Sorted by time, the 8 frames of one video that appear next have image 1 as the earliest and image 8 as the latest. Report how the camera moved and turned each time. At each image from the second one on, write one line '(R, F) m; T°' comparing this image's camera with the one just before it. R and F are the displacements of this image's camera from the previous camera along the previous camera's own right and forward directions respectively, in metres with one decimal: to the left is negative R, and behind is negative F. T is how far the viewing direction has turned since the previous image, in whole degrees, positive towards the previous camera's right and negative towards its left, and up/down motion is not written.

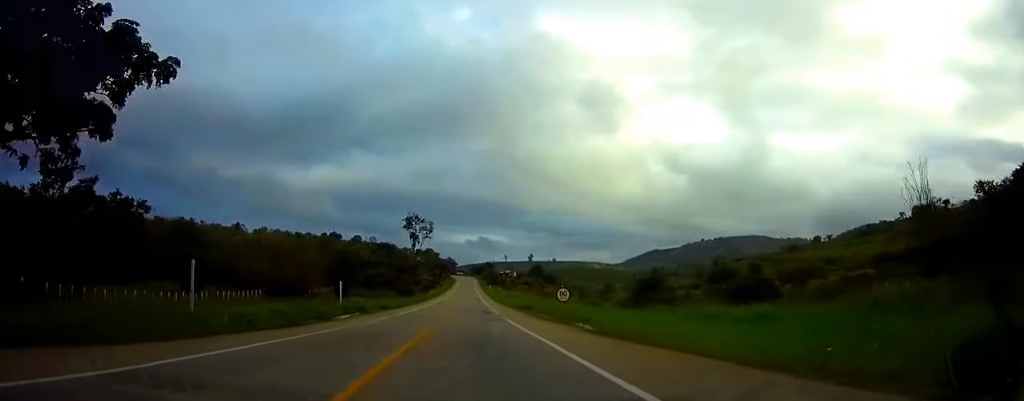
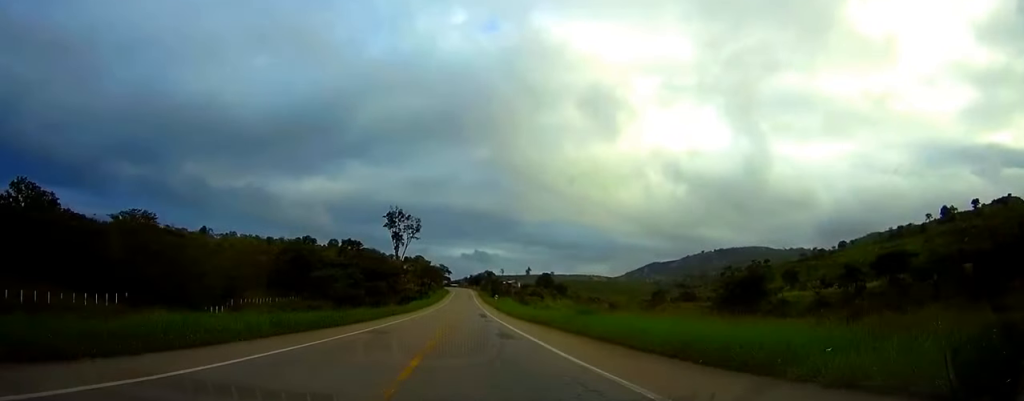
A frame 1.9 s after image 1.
(-0.3, +58.5) m; 0°
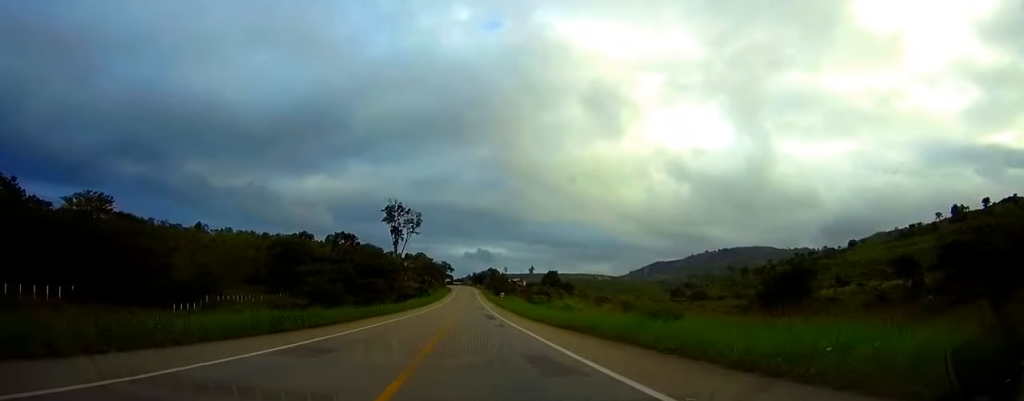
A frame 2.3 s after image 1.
(+0.1, +13.7) m; 0°
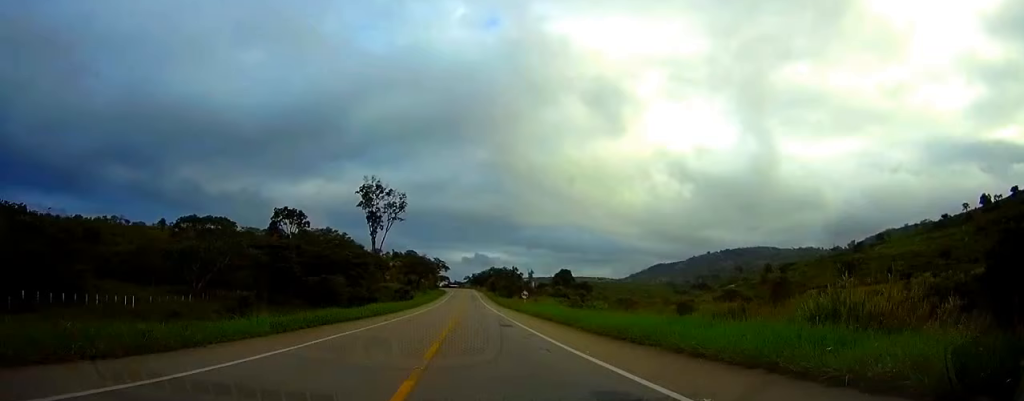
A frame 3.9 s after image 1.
(-0.1, +50.7) m; 0°
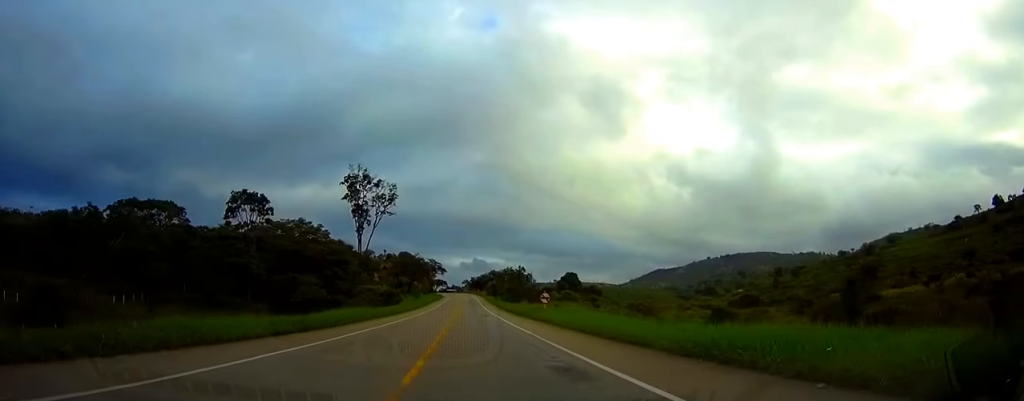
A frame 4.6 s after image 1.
(0.0, +21.2) m; 0°
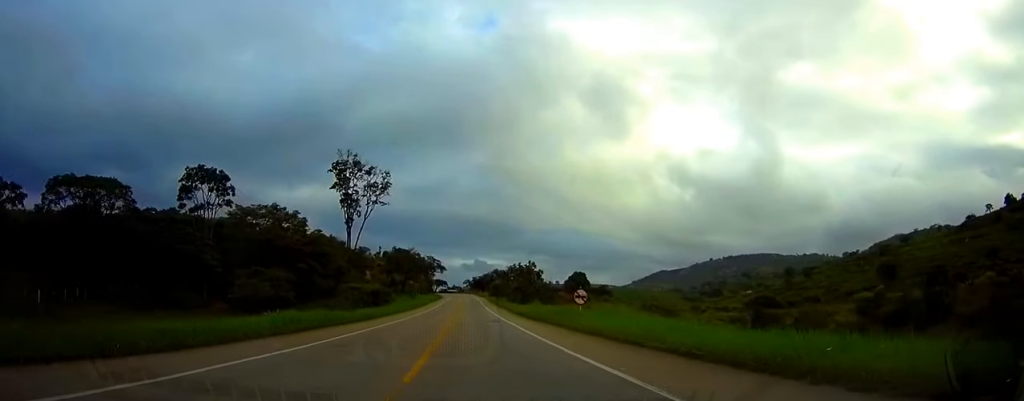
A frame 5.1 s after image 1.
(0.0, +16.8) m; 0°
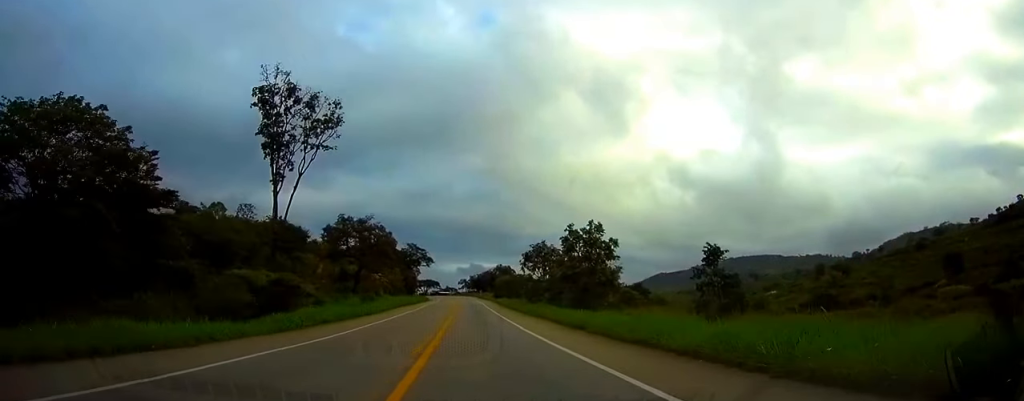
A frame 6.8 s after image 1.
(+0.1, +53.7) m; 0°
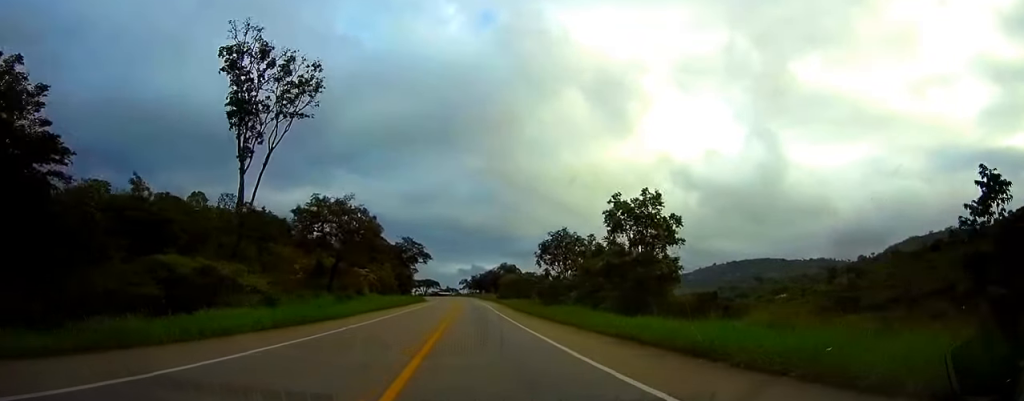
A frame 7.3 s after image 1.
(0.0, +15.1) m; 0°
